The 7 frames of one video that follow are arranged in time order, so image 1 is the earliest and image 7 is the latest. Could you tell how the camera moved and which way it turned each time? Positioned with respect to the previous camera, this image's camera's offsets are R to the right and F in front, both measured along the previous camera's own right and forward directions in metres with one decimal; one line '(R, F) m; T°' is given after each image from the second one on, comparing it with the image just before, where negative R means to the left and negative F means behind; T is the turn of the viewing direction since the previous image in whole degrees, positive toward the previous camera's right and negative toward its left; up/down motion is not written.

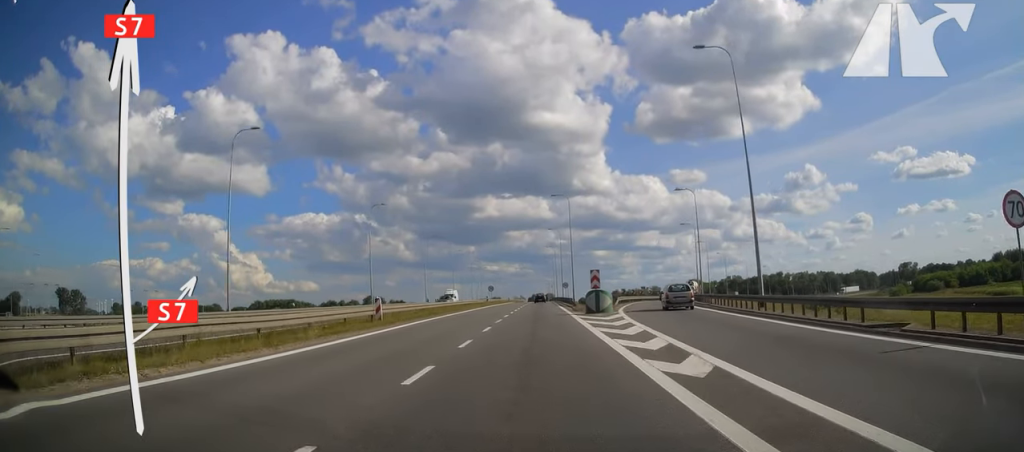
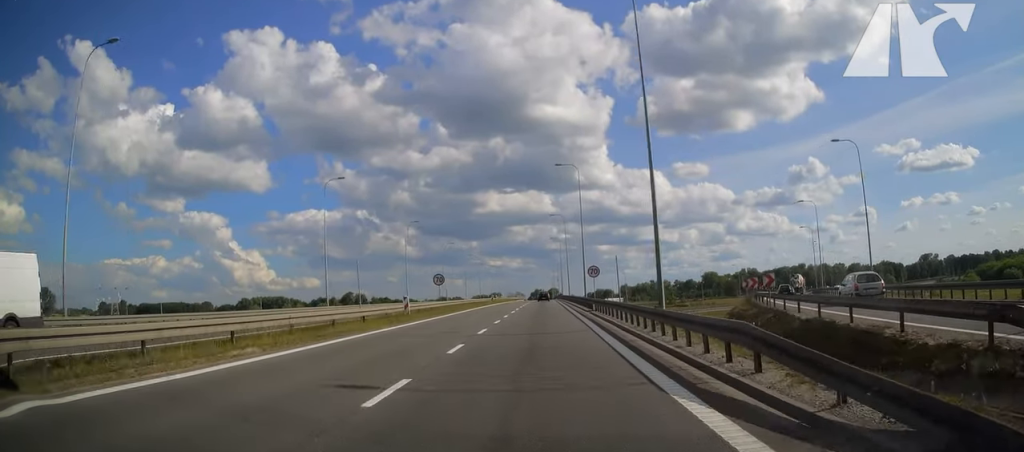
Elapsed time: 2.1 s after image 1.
(-0.2, +50.2) m; 0°
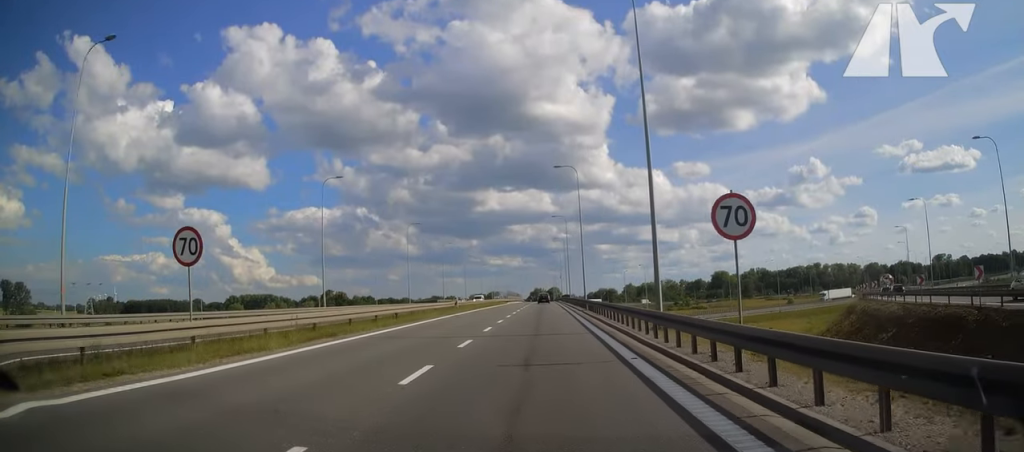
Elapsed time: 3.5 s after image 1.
(0.0, +34.2) m; 0°
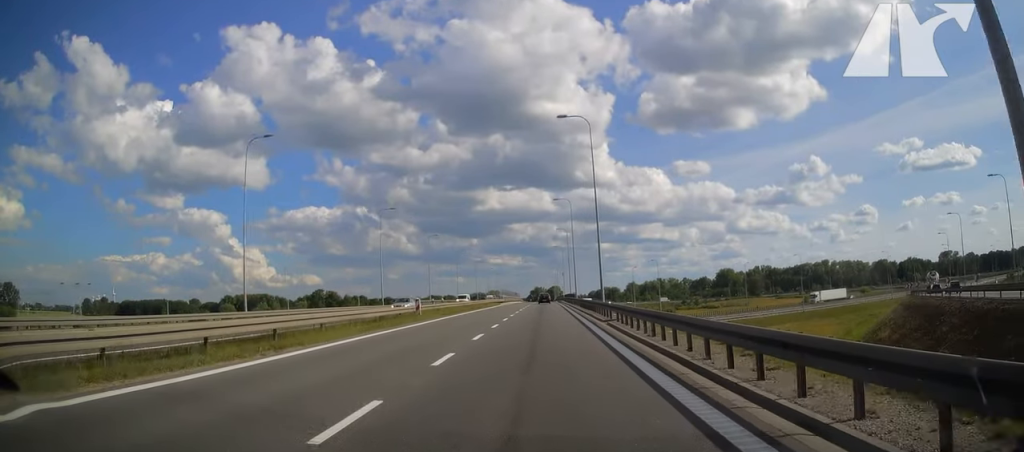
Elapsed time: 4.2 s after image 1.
(0.0, +15.4) m; 0°
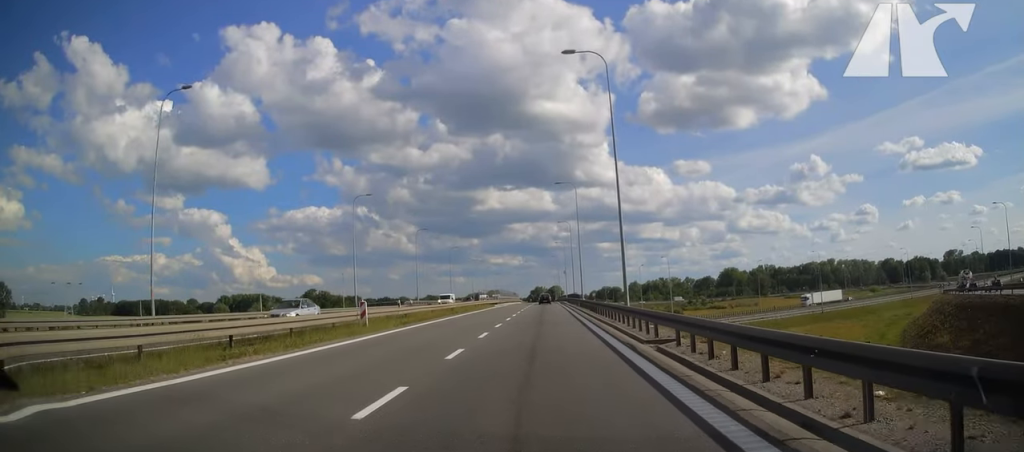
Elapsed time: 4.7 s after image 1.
(0.0, +10.8) m; 0°
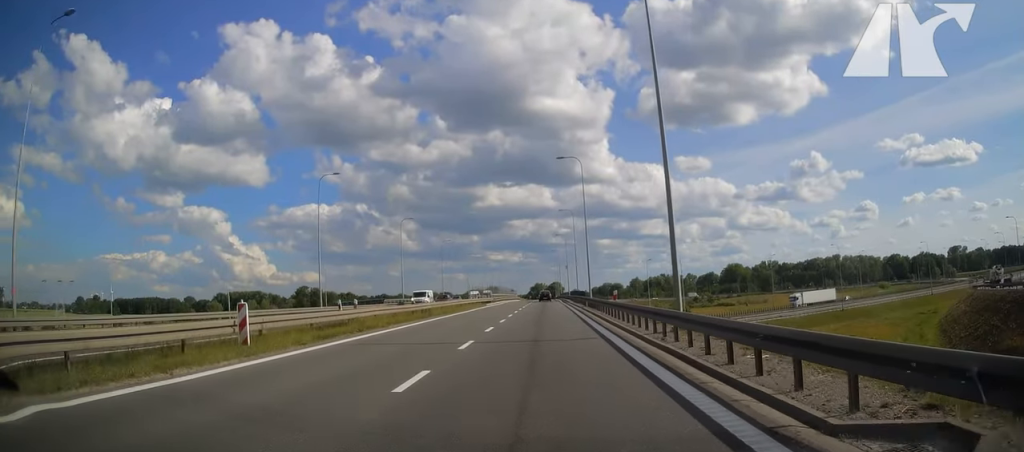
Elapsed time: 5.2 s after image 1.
(-0.1, +10.3) m; 0°
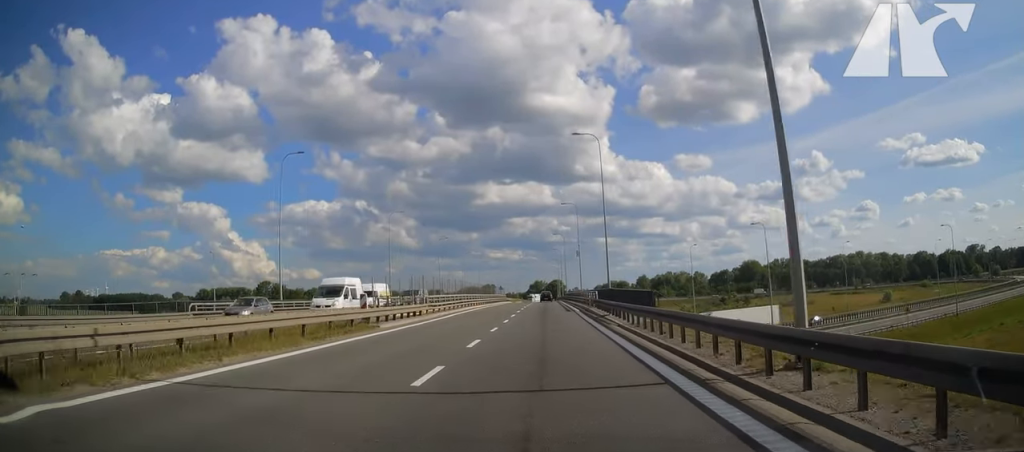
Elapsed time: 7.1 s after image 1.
(+0.1, +41.4) m; 0°
